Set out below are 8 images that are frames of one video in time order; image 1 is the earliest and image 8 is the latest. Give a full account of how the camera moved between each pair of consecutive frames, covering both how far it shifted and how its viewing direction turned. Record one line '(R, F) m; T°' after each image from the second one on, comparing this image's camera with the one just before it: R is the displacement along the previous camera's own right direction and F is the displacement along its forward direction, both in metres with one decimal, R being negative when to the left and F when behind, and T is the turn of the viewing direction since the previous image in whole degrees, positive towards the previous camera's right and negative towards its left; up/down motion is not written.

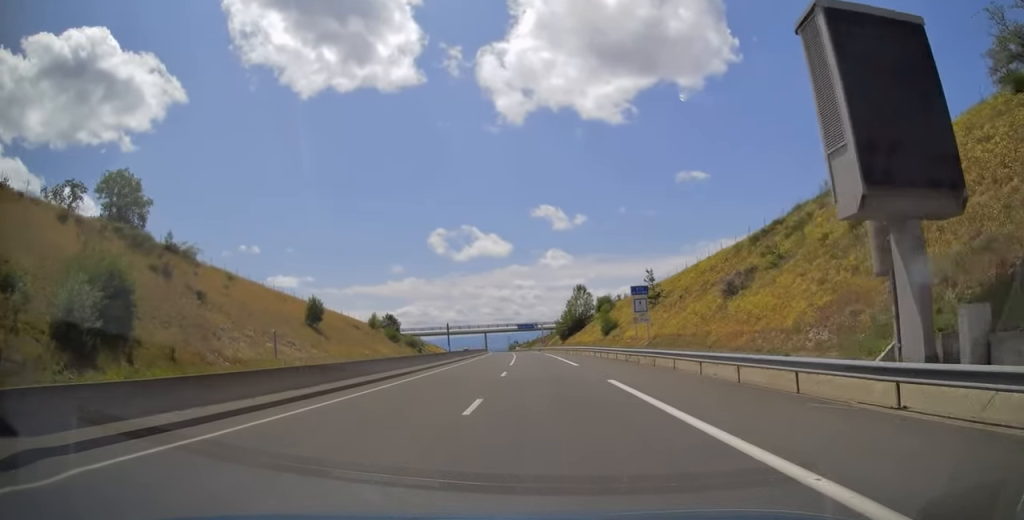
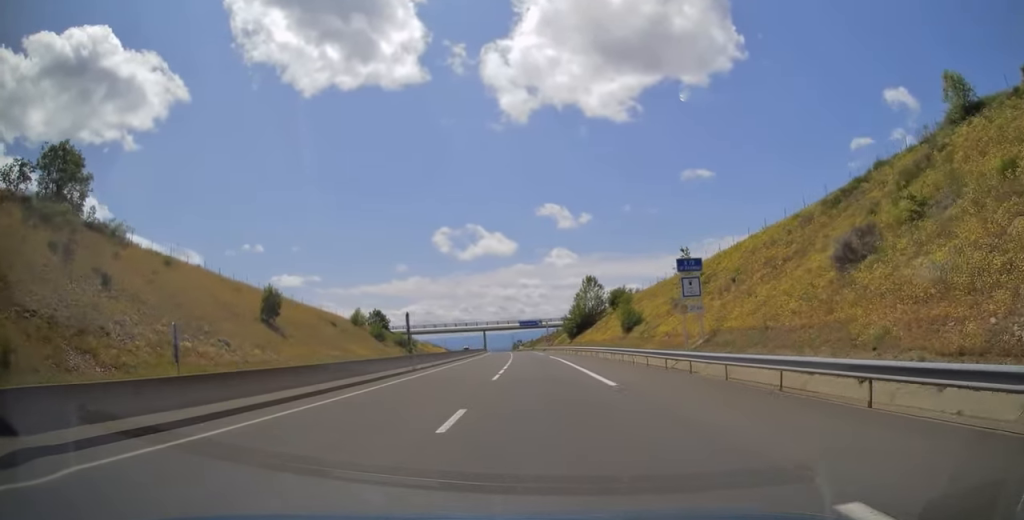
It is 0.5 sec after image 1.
(-0.1, +15.2) m; -1°
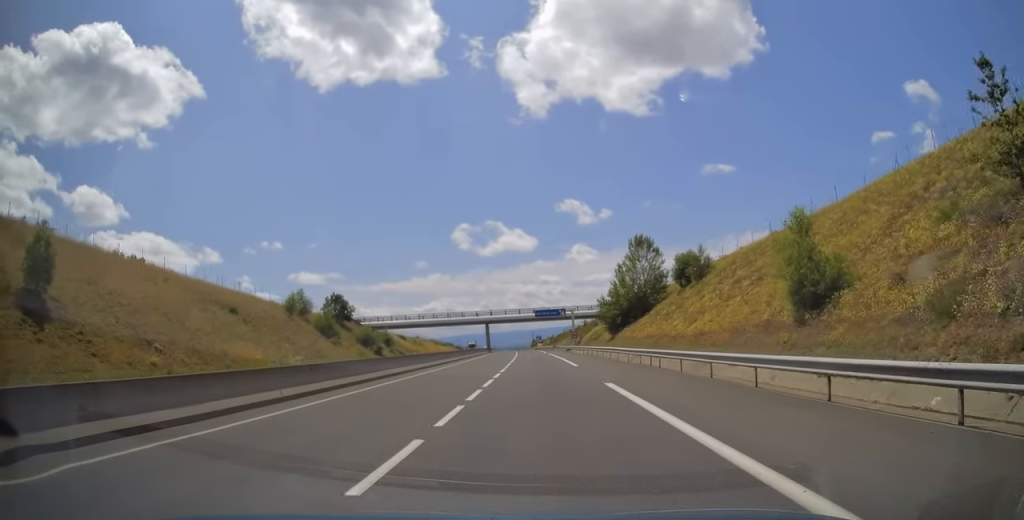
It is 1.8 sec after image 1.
(-0.3, +38.3) m; -1°
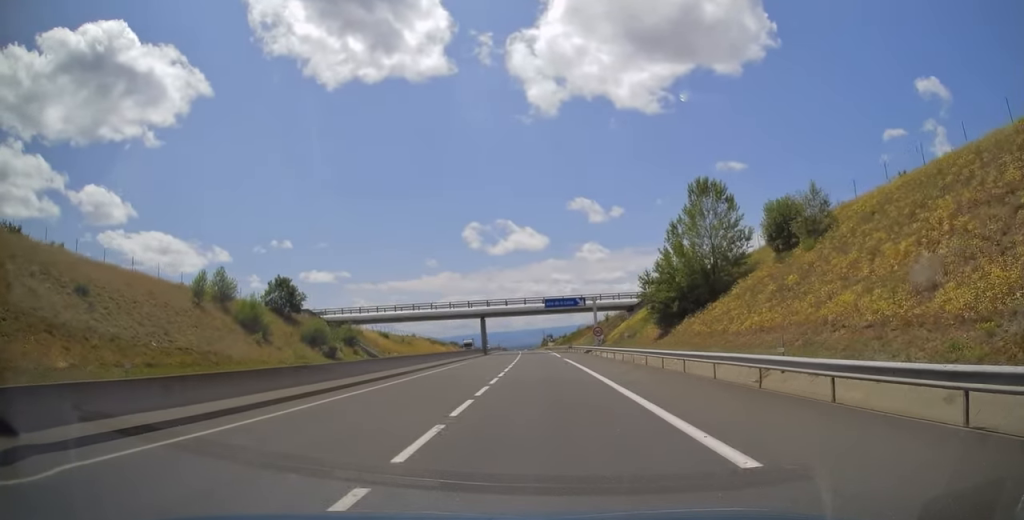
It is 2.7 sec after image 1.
(-0.2, +24.7) m; -1°
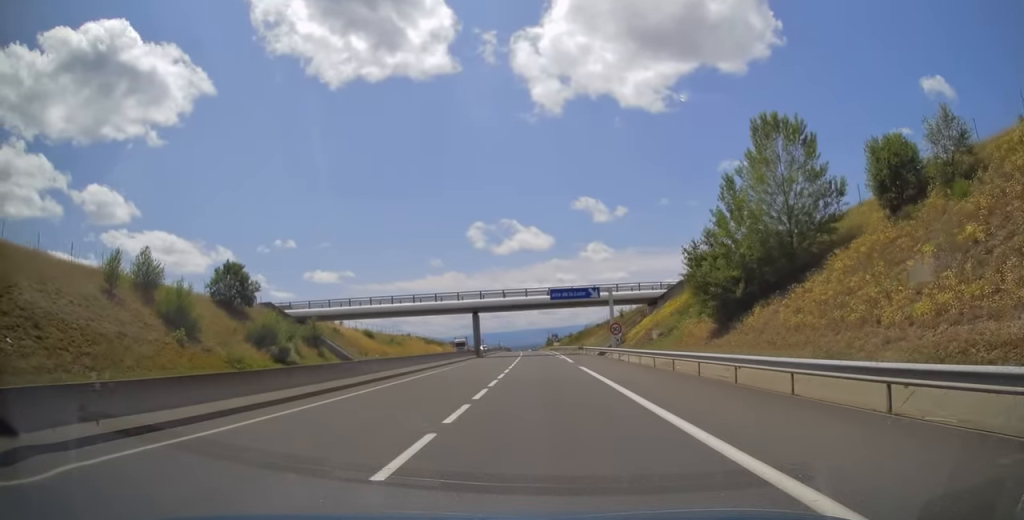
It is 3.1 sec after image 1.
(-0.1, +13.9) m; -1°
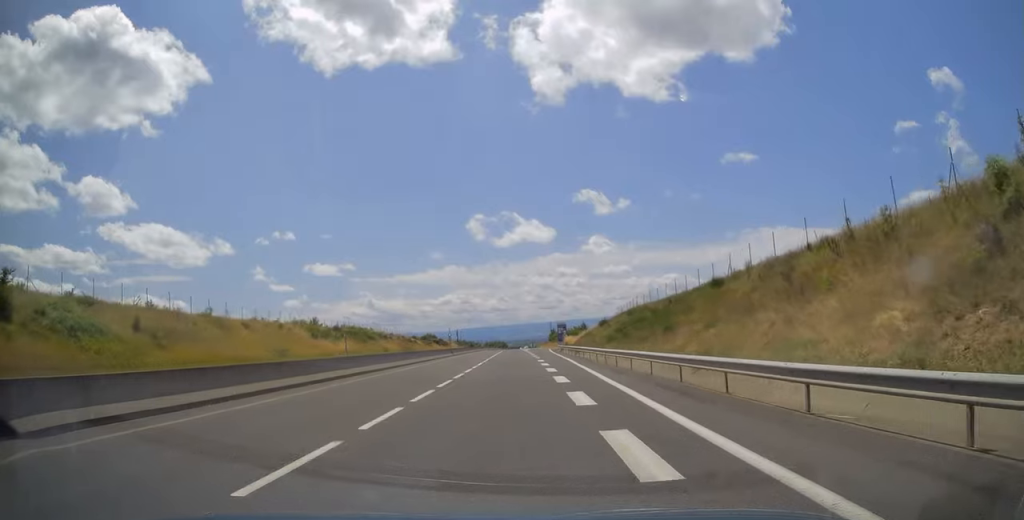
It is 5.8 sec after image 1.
(-1.5, +79.0) m; -1°
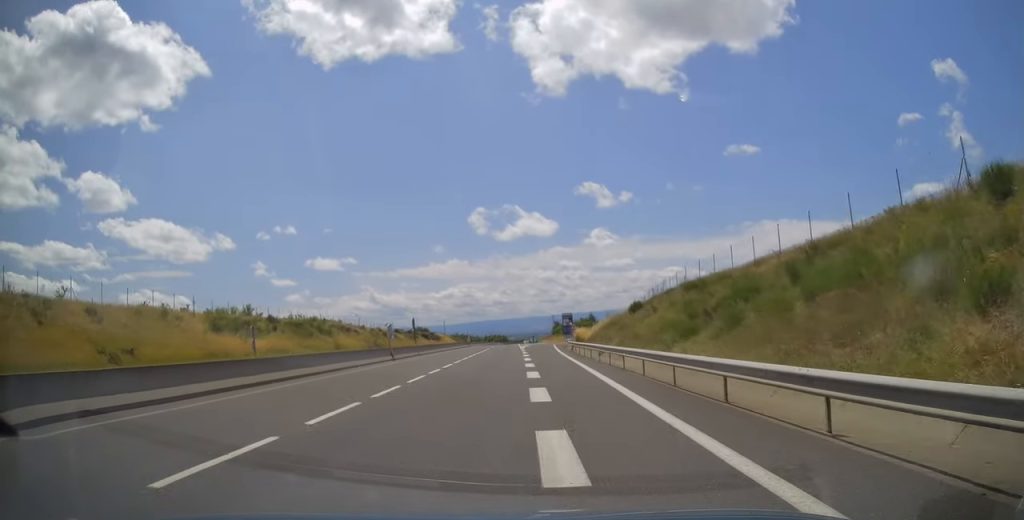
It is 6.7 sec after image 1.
(+0.1, +26.3) m; 0°
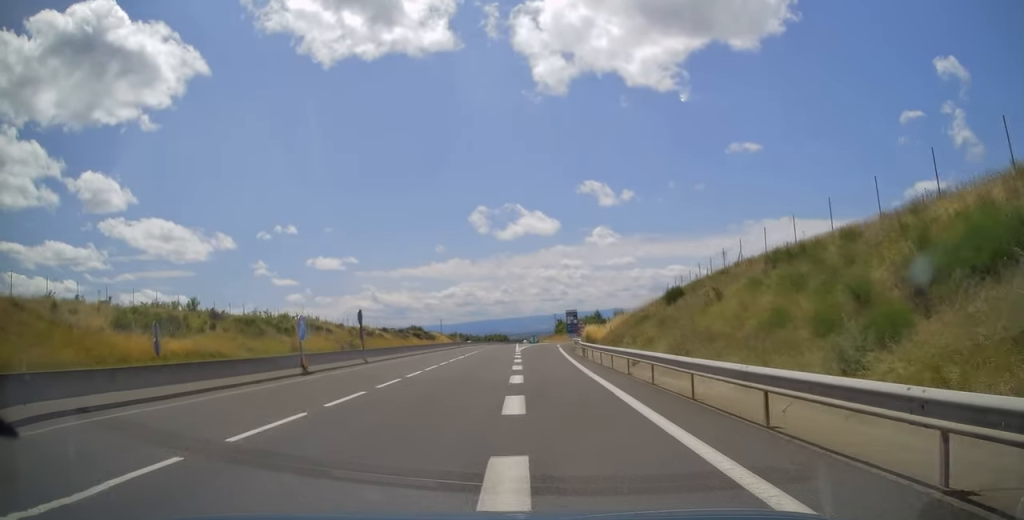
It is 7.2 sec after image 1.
(0.0, +14.9) m; 0°
